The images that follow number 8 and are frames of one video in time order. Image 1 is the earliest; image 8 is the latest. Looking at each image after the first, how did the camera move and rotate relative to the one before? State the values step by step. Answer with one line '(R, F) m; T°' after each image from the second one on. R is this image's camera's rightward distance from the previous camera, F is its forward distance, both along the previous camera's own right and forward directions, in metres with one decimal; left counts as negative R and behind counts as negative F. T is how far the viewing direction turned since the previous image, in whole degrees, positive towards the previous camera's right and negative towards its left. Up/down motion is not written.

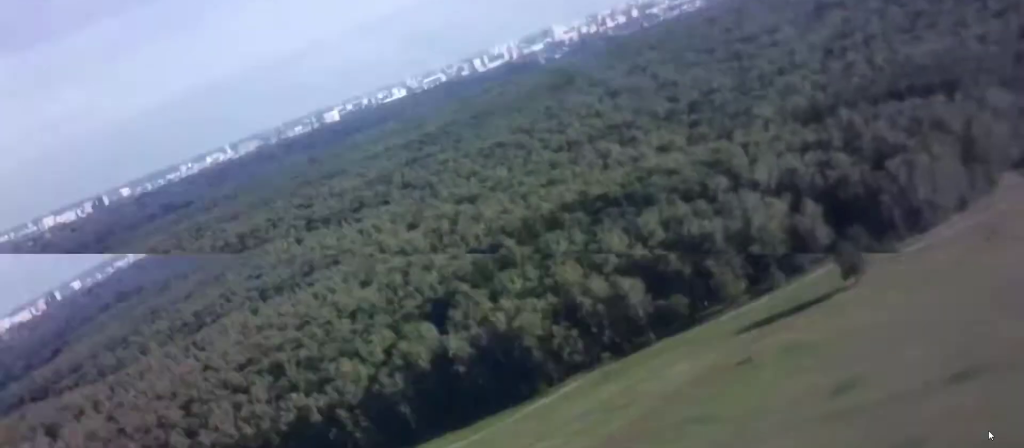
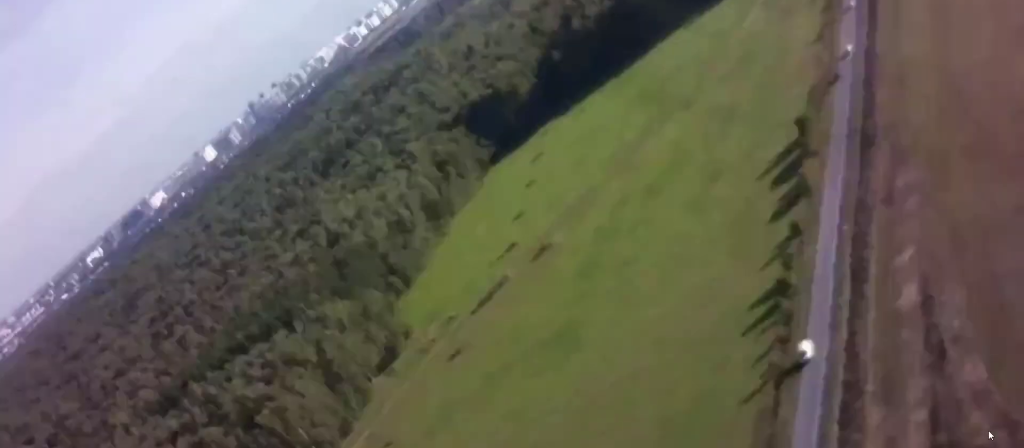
(+2.3, +7.9) m; +21°
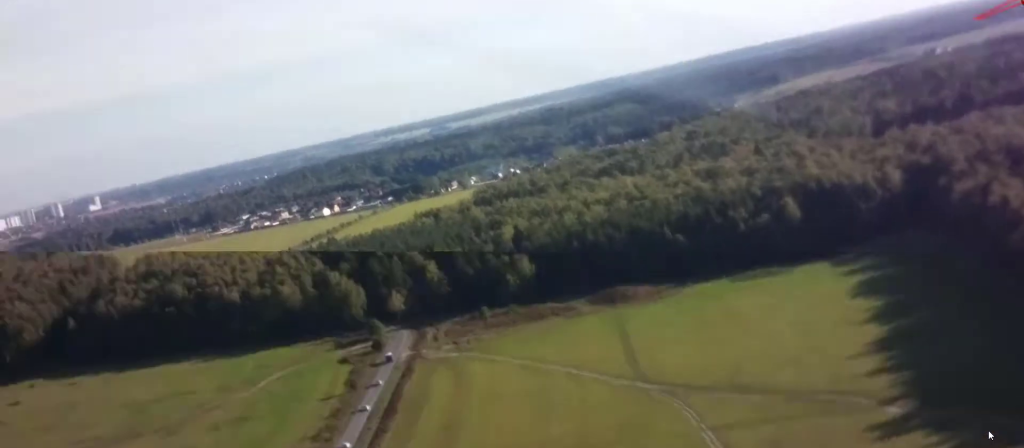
(+3.5, +12.7) m; +18°
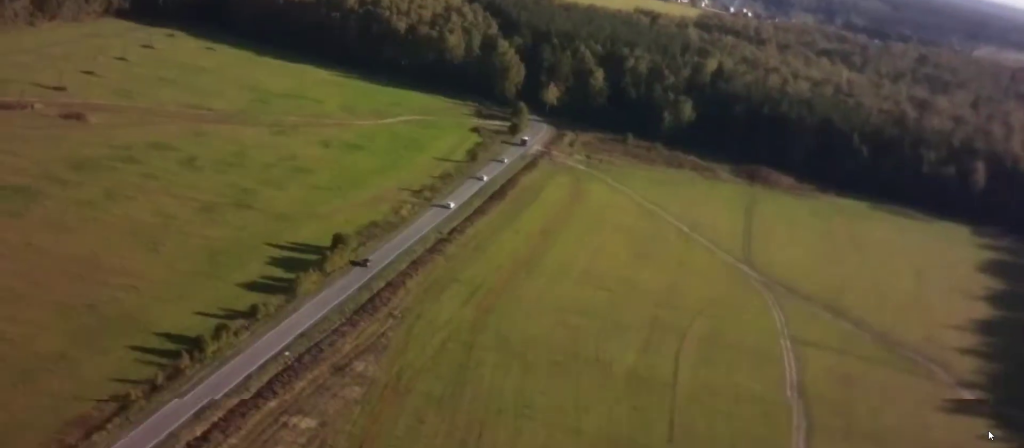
(+0.7, +10.0) m; +2°
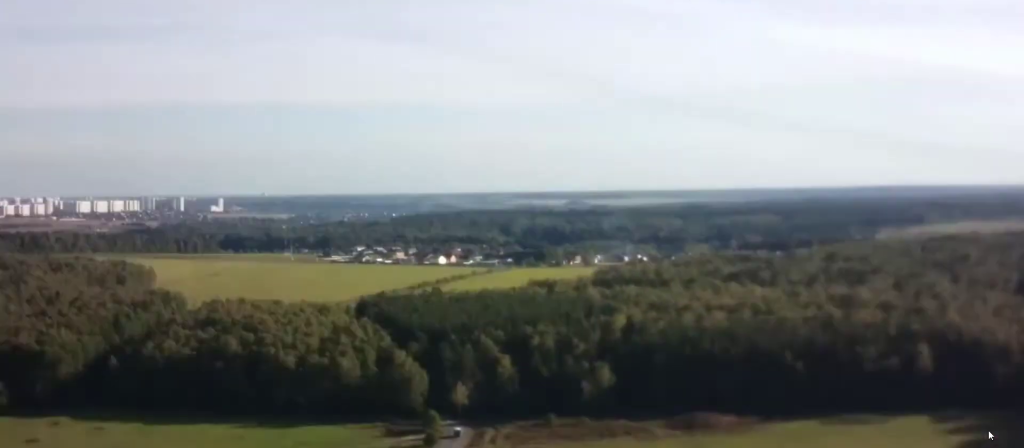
(-3.4, +35.5) m; -2°
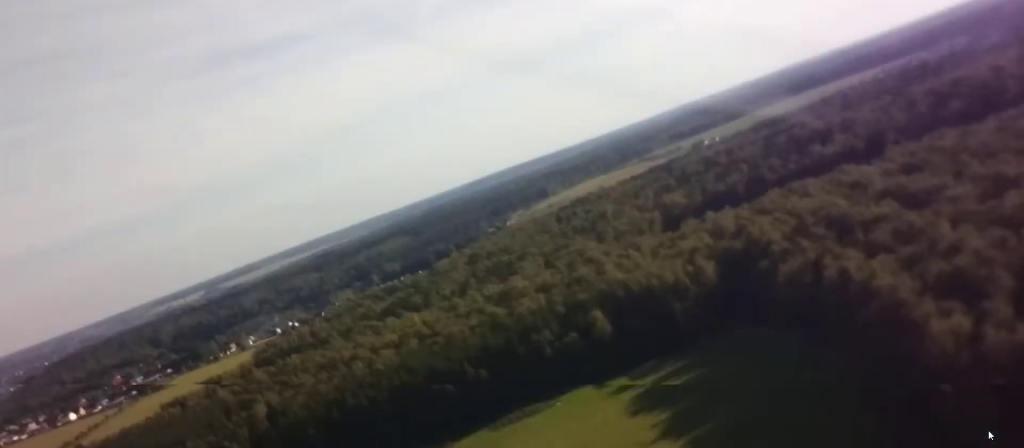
(+0.1, +8.3) m; +7°
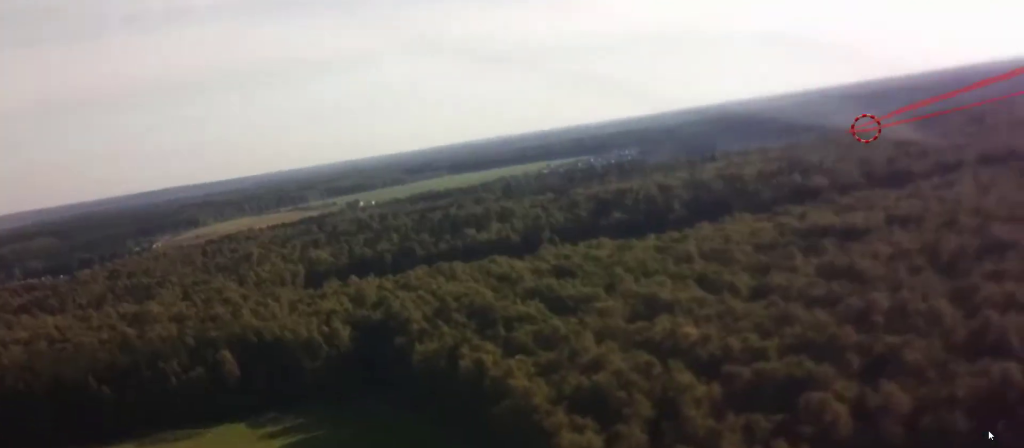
(+1.5, +11.6) m; +13°
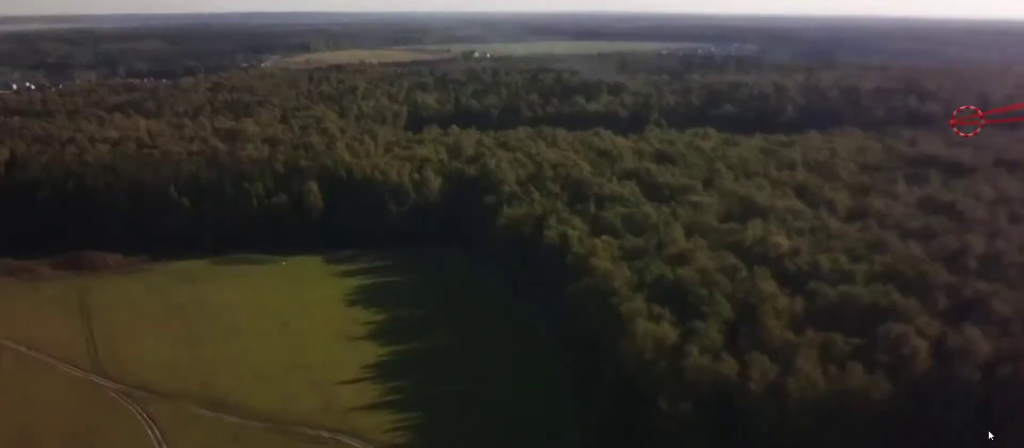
(+0.7, +7.3) m; +2°
